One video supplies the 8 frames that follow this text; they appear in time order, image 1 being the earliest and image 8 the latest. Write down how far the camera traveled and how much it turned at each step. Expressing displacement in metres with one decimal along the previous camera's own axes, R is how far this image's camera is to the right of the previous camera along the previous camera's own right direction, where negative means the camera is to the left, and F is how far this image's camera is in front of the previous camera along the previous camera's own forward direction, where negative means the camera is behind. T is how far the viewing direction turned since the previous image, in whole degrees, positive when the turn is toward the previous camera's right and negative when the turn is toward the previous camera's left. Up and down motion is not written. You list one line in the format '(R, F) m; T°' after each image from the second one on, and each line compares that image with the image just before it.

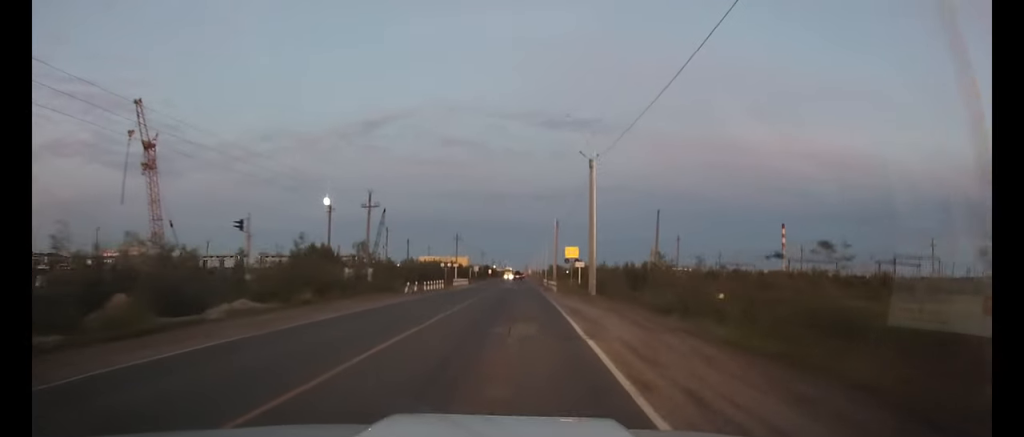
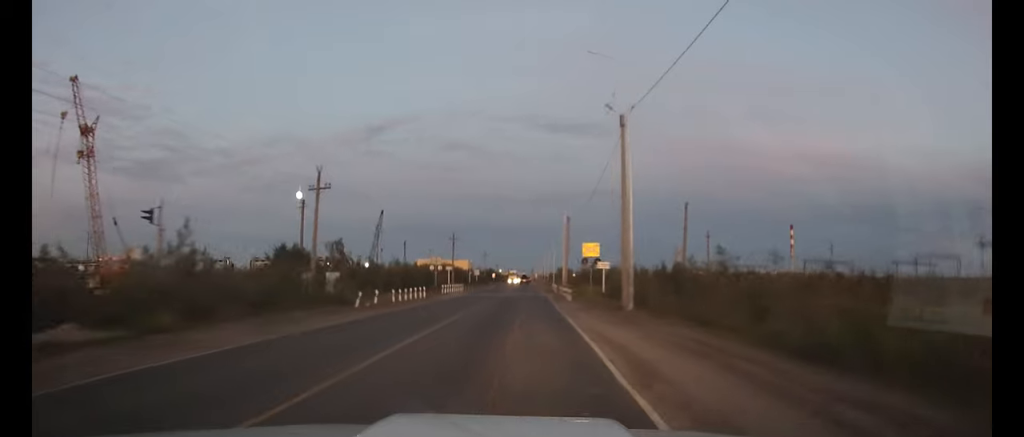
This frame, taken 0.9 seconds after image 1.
(0.0, +11.4) m; 0°
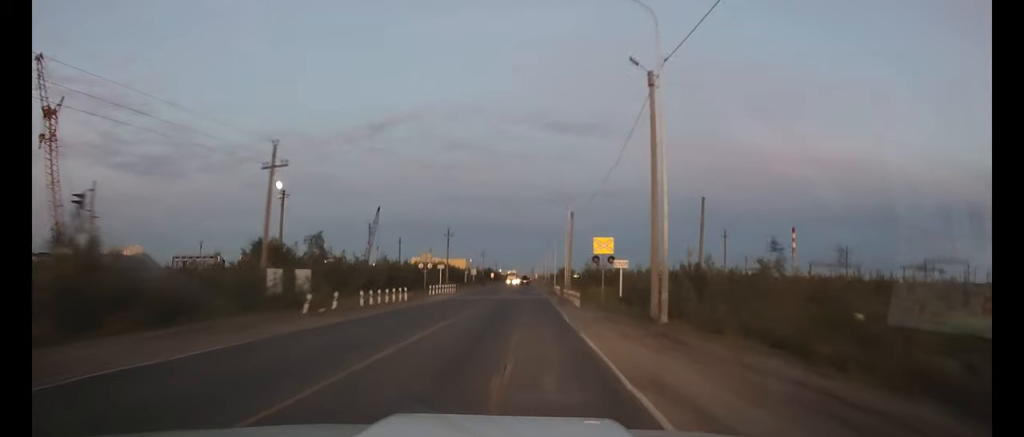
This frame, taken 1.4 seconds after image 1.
(0.0, +6.1) m; 0°
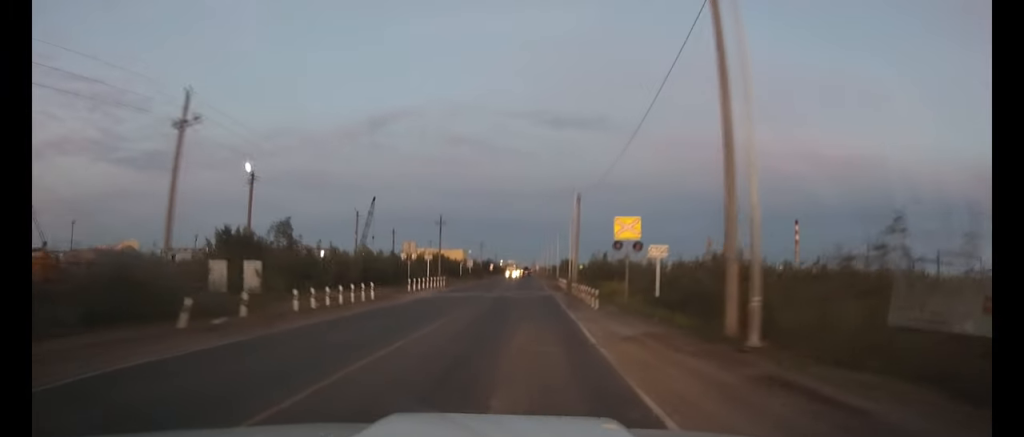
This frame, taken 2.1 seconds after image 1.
(0.0, +7.5) m; 0°
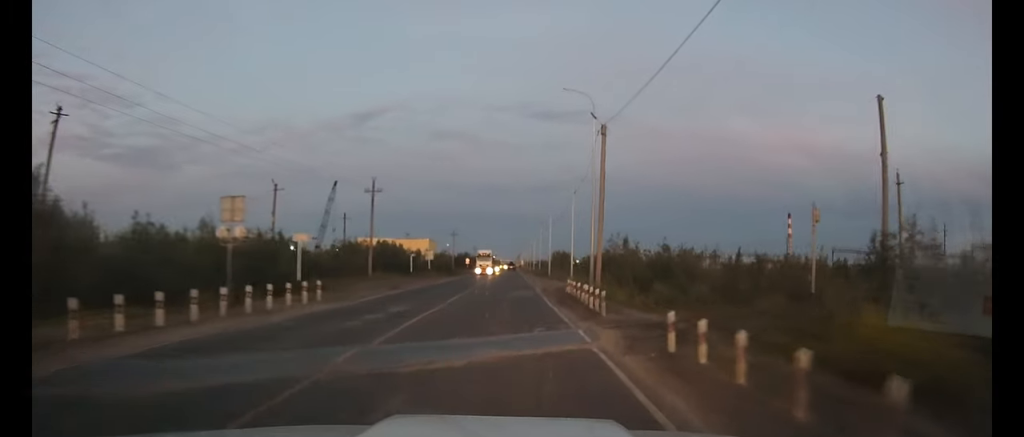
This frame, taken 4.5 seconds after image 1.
(+0.2, +24.8) m; +2°
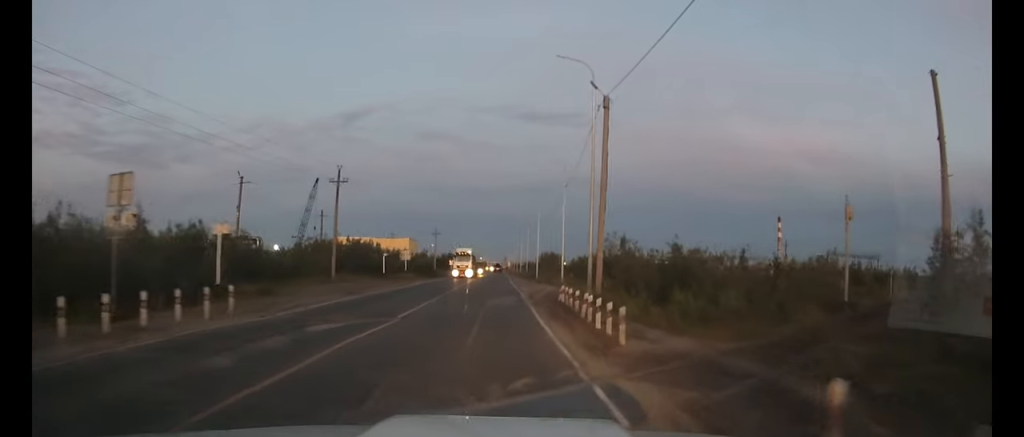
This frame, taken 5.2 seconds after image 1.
(0.0, +5.5) m; 0°
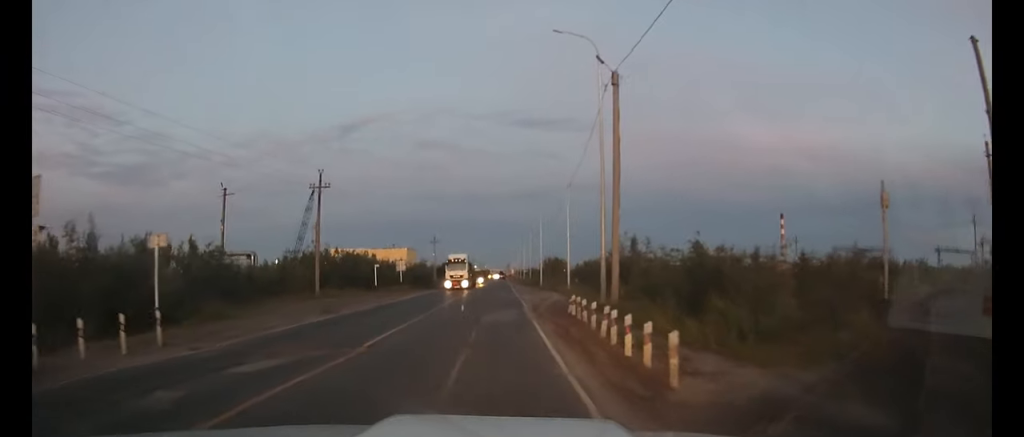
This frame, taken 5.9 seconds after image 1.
(0.0, +4.4) m; -1°
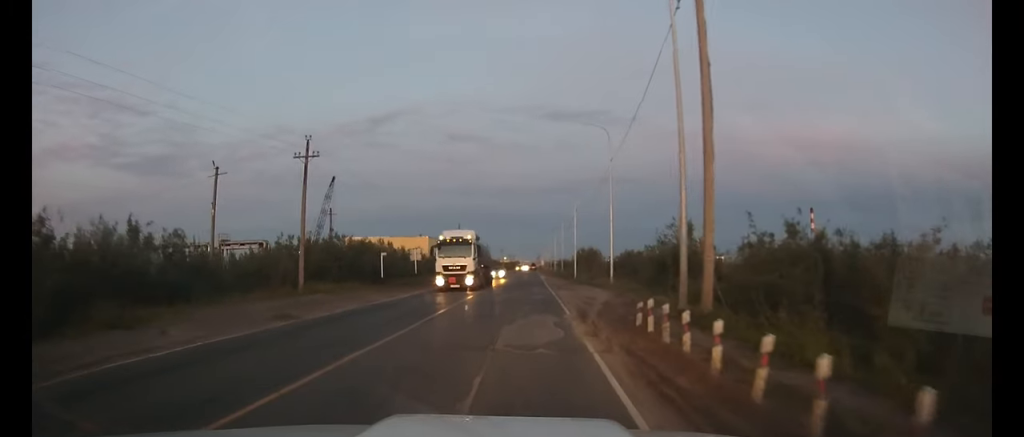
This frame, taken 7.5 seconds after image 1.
(-0.3, +8.3) m; -2°
